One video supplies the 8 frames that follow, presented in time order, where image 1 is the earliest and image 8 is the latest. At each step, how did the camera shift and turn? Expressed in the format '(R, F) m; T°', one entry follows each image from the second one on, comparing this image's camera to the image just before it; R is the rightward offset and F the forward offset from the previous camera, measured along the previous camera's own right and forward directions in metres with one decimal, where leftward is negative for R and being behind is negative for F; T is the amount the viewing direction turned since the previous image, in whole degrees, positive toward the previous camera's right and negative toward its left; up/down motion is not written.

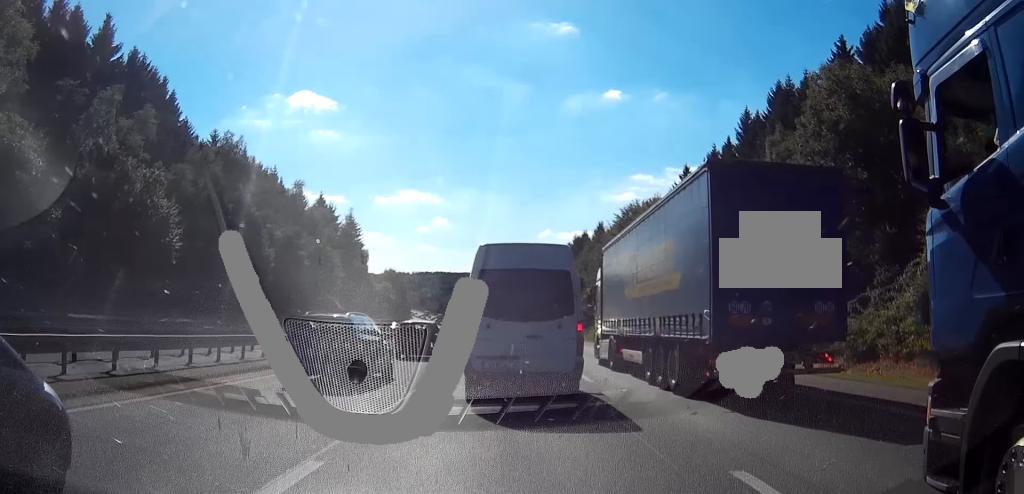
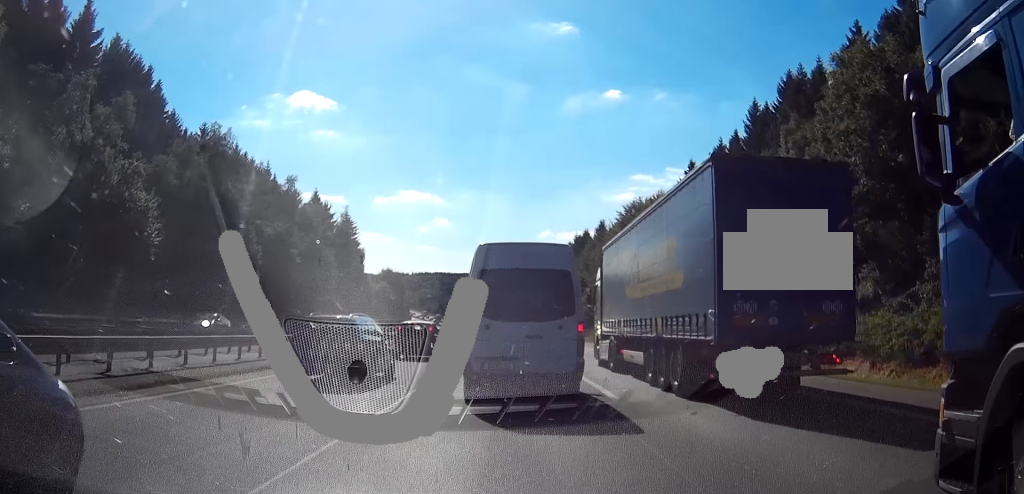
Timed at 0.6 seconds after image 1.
(0.0, +4.0) m; 0°
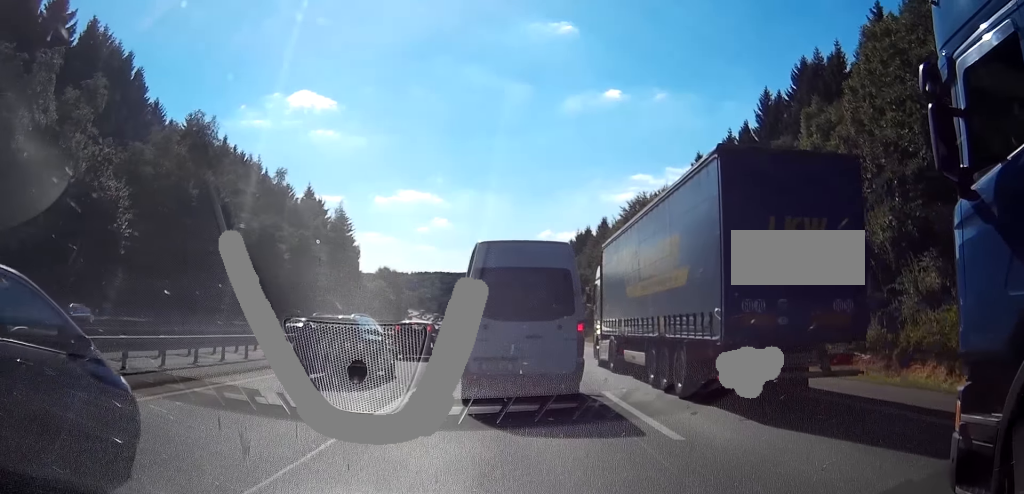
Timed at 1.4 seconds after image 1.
(0.0, +4.9) m; 0°
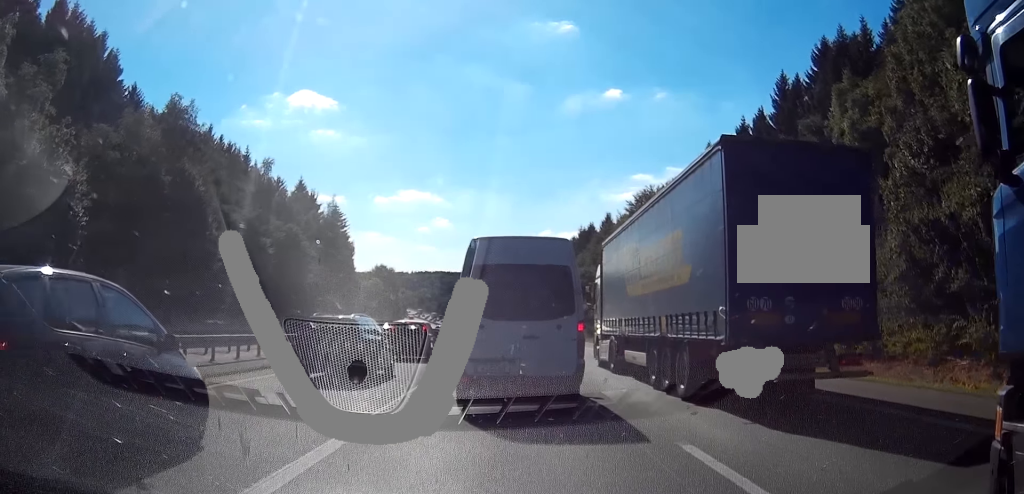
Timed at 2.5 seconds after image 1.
(0.0, +6.1) m; 0°
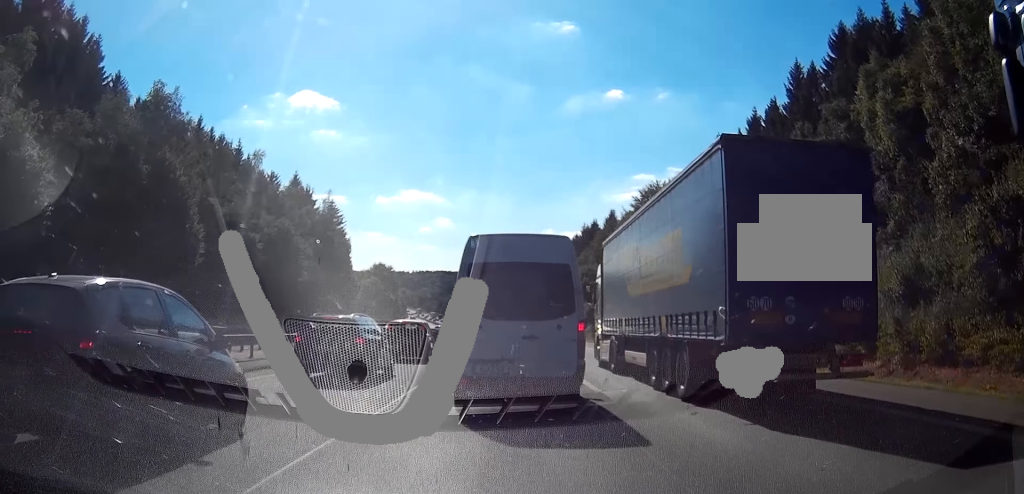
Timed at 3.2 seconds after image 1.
(0.0, +4.3) m; 0°
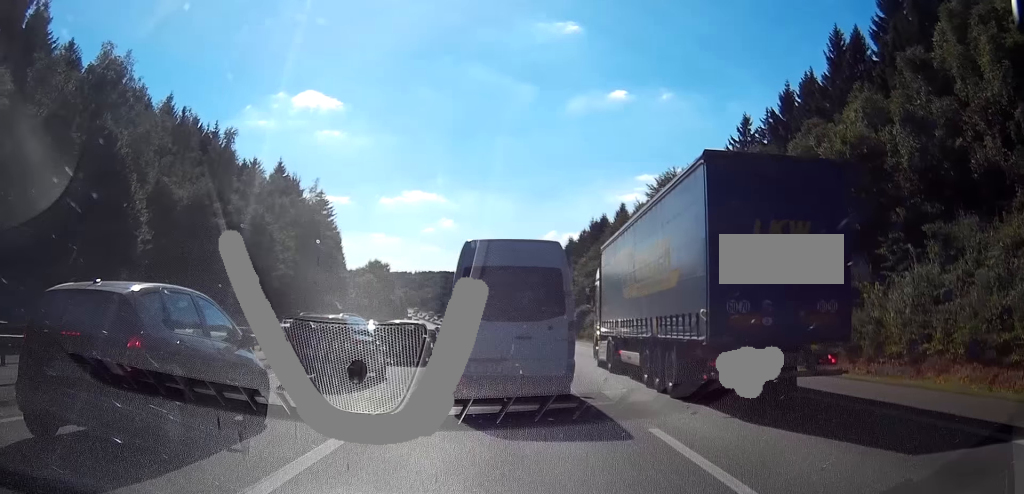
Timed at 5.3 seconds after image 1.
(0.0, +12.1) m; +1°
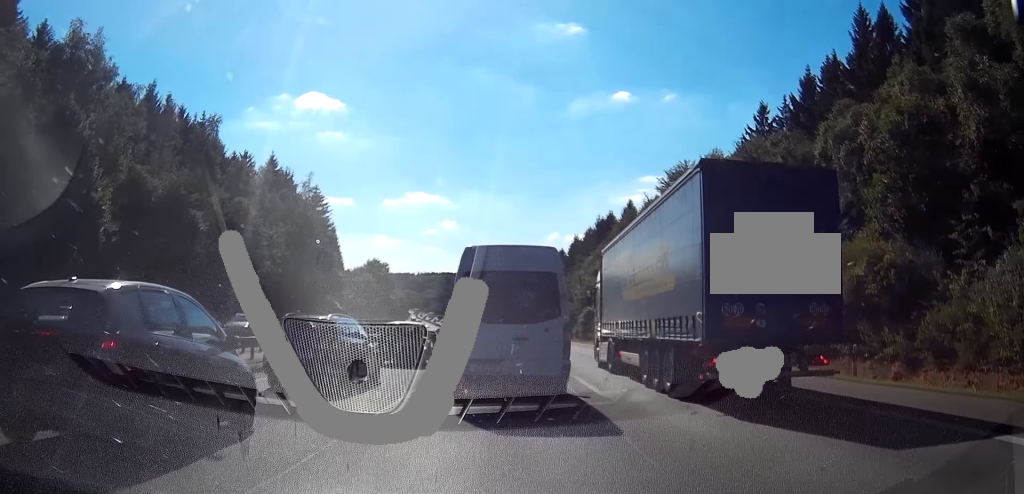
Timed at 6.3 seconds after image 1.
(+0.2, +6.9) m; +2°
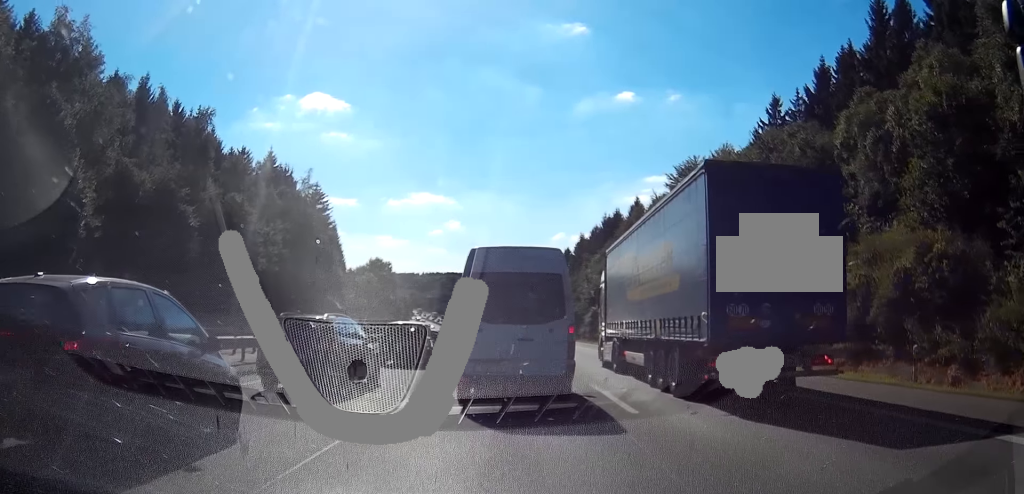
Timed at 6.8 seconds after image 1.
(+0.3, +3.5) m; -1°
